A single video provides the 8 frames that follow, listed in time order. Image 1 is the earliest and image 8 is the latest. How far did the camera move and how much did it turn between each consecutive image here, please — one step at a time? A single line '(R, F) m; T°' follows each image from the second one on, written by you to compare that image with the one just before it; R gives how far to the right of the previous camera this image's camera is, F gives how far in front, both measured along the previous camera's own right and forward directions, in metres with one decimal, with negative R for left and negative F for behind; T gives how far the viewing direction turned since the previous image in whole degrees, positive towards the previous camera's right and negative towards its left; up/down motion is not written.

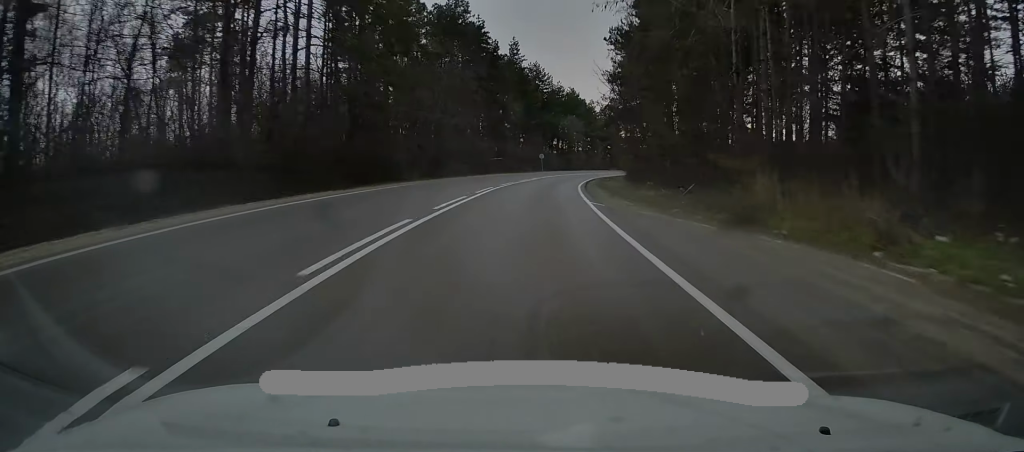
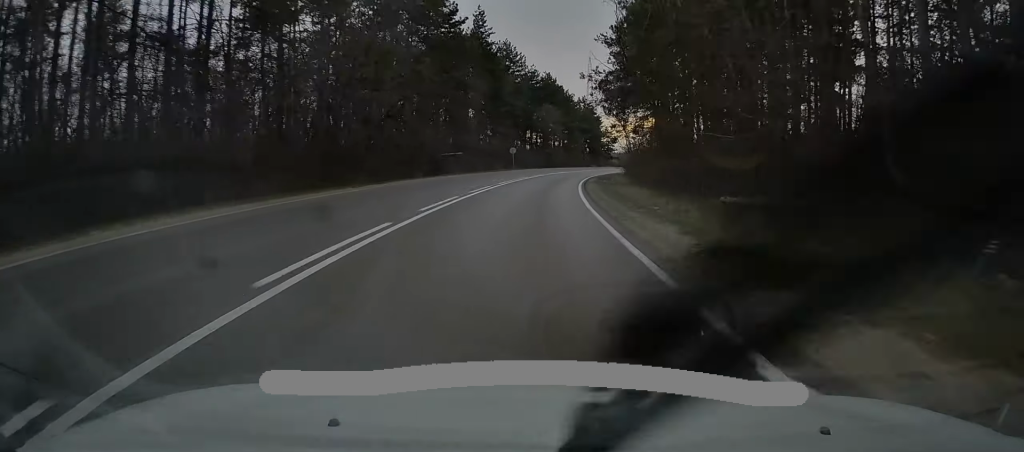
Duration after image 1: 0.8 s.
(0.0, +18.6) m; +2°
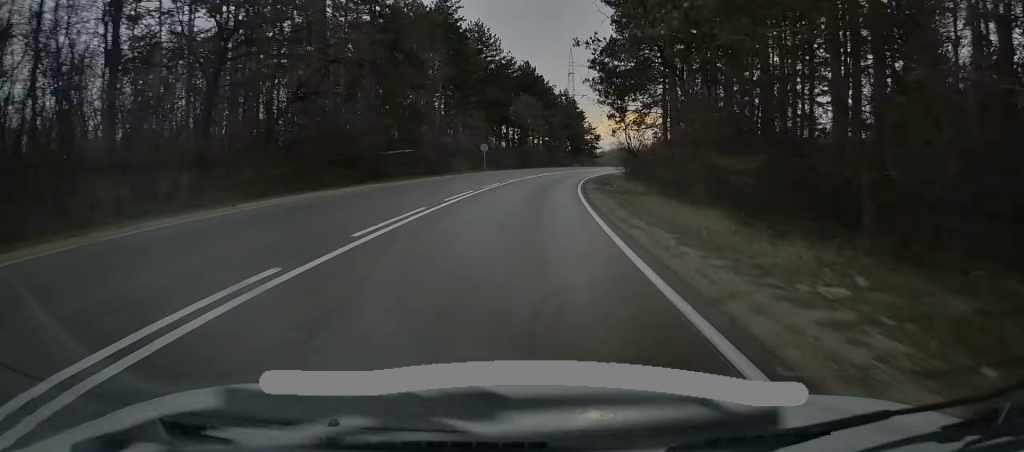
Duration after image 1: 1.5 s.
(+0.2, +13.9) m; +2°
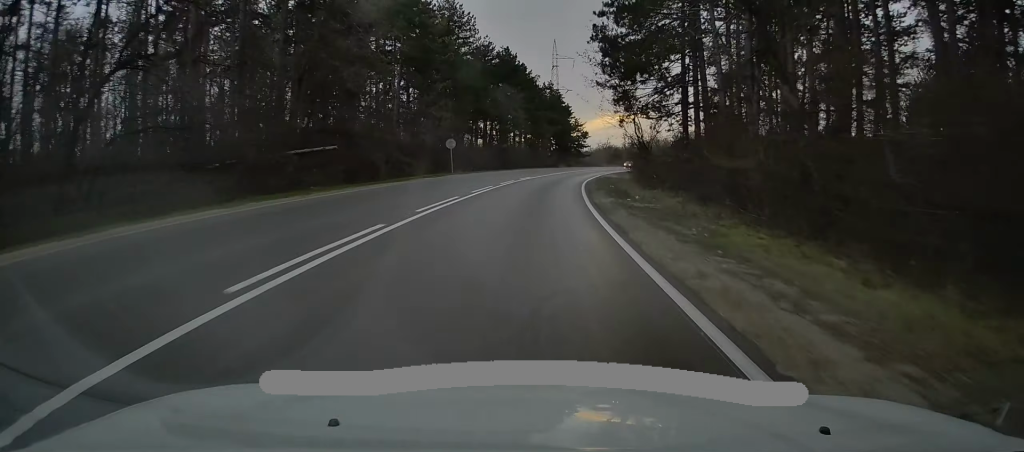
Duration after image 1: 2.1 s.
(+0.3, +13.1) m; +2°
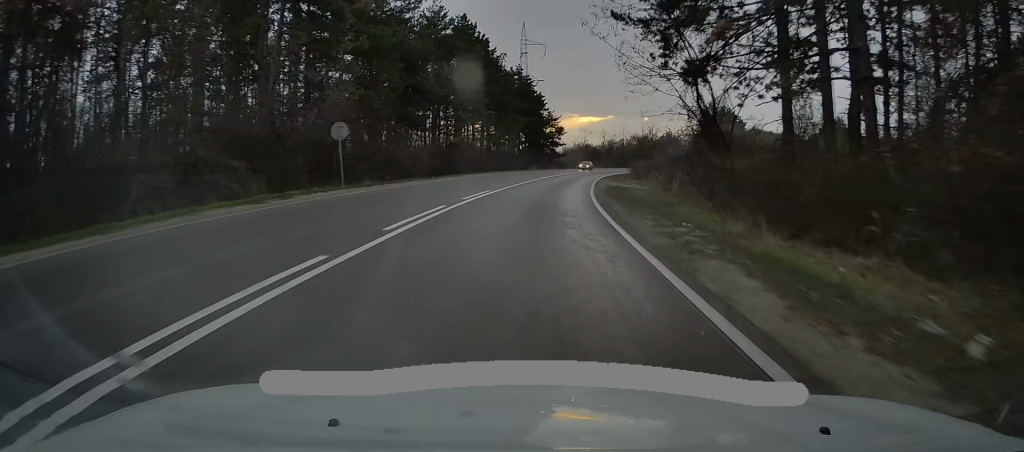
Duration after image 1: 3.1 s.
(+0.4, +21.3) m; +2°
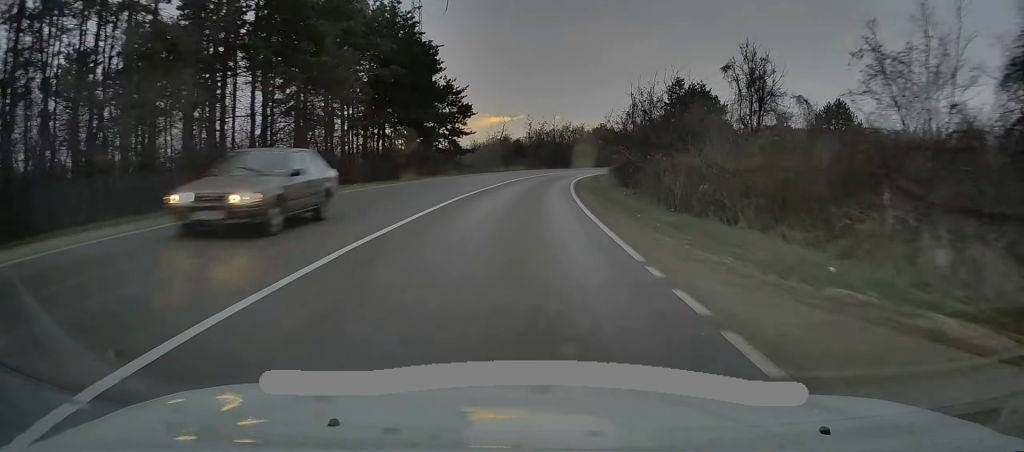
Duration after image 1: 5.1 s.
(+2.8, +43.0) m; +8°
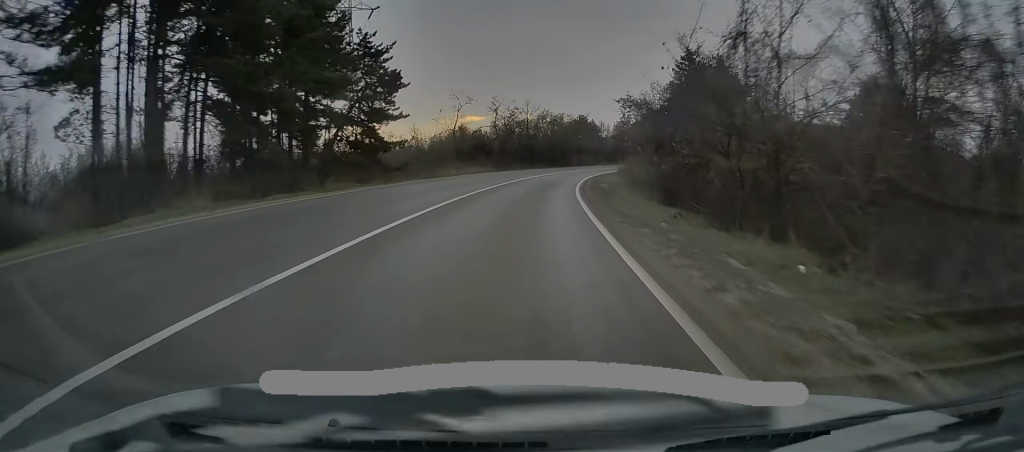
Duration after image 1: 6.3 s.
(+0.9, +25.5) m; +4°
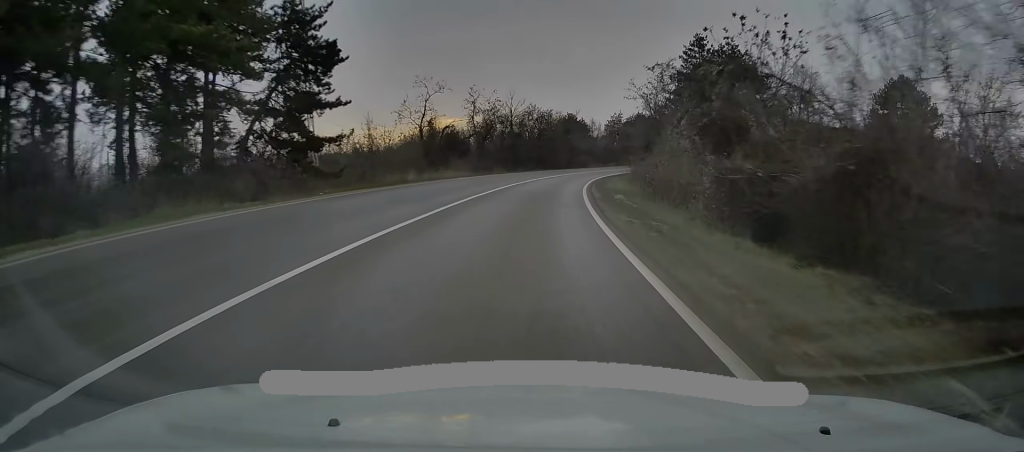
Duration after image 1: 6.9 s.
(+0.4, +12.1) m; +2°
